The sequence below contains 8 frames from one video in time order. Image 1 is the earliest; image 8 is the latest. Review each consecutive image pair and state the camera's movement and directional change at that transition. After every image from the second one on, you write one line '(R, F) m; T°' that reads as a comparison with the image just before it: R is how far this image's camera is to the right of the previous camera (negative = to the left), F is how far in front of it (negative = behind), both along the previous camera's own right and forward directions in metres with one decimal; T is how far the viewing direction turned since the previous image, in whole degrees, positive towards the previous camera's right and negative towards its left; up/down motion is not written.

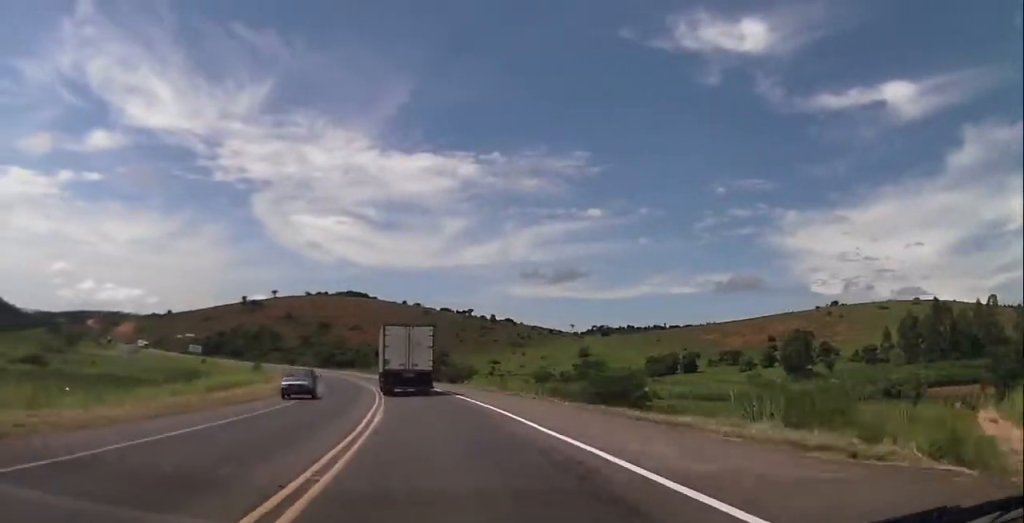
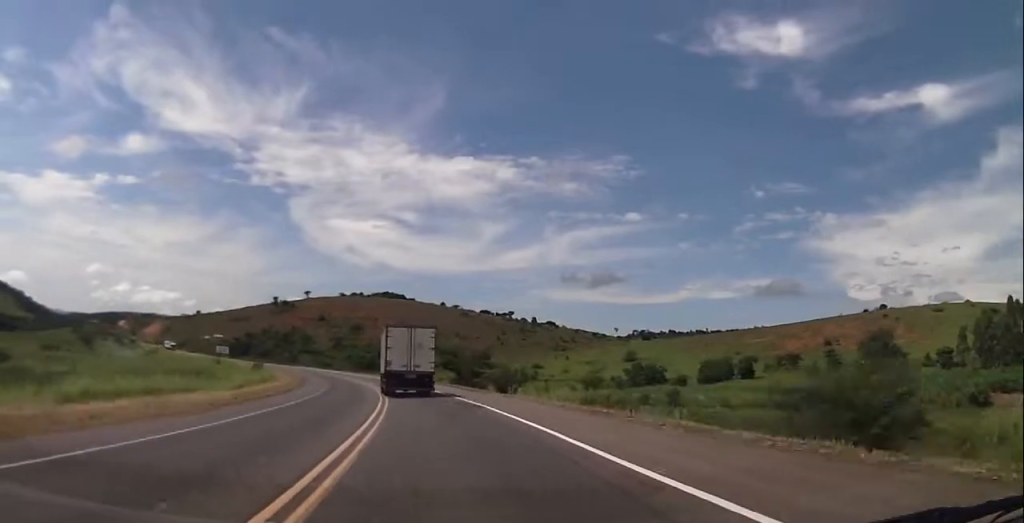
(-0.4, +18.5) m; -3°
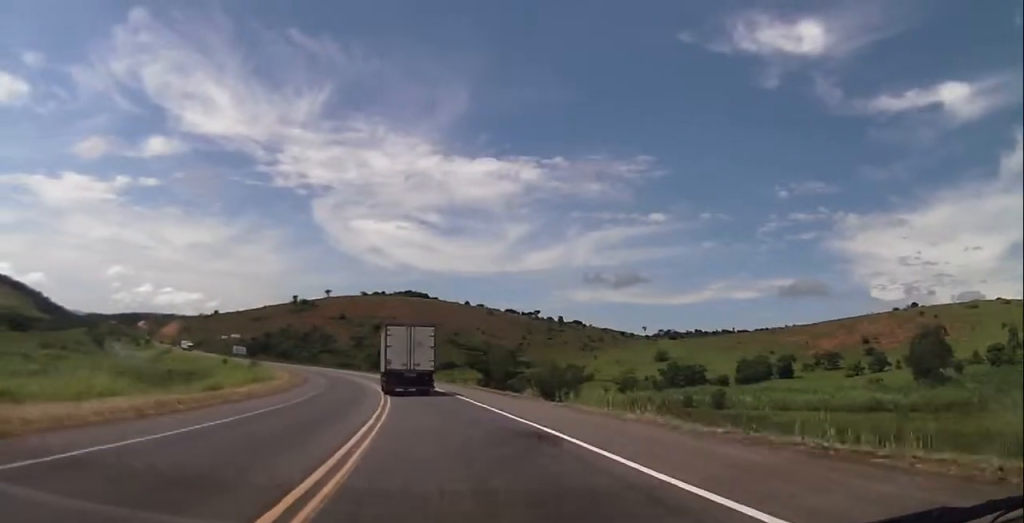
(+0.2, +12.1) m; -2°
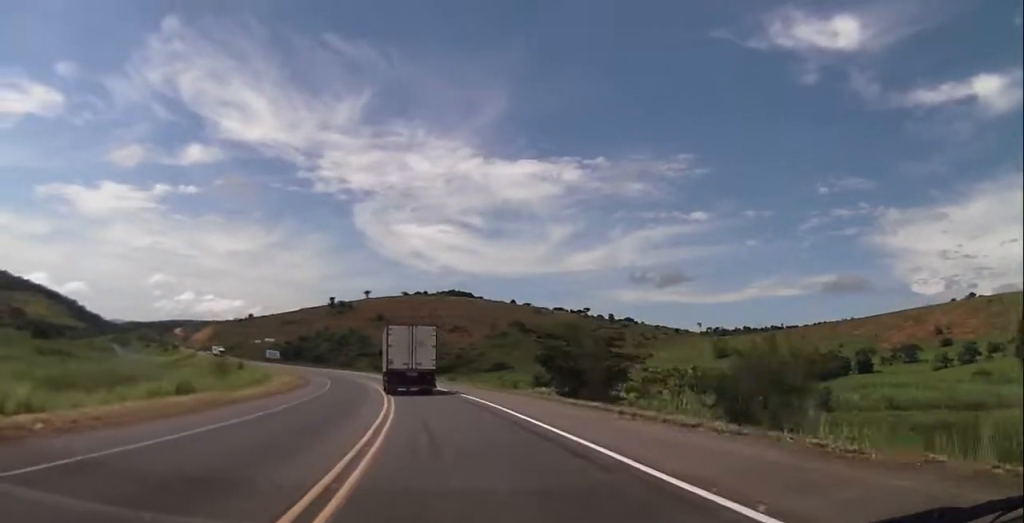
(-1.2, +22.7) m; -5°
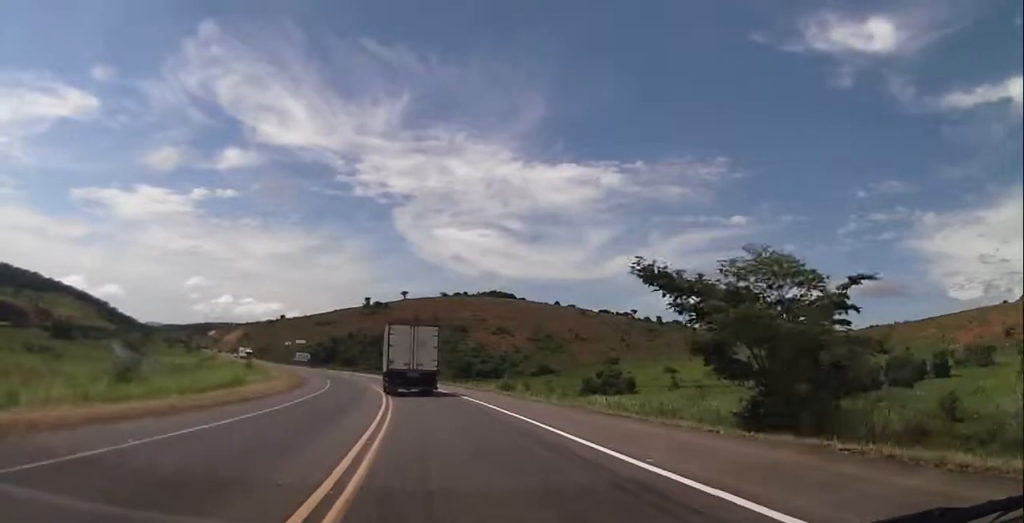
(-0.8, +21.0) m; -3°
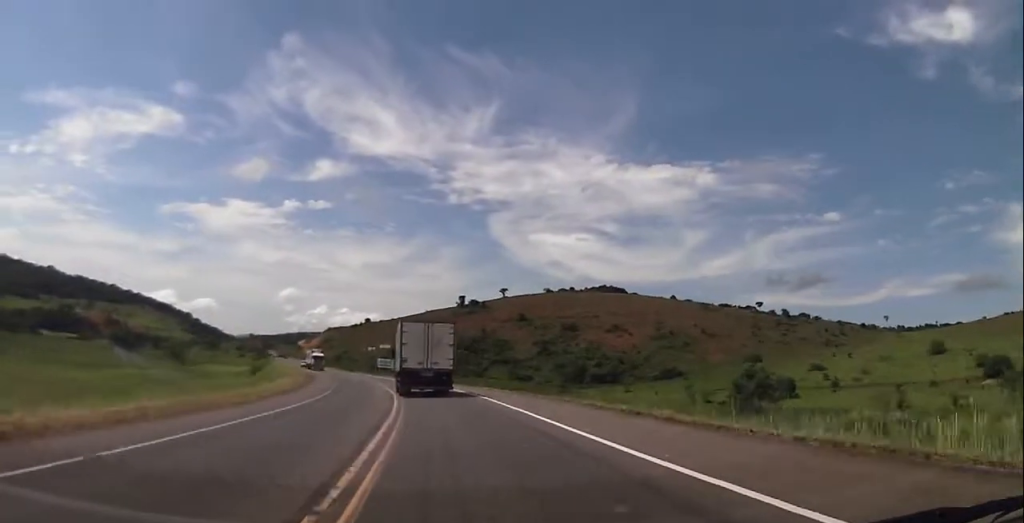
(-3.1, +49.5) m; -8°
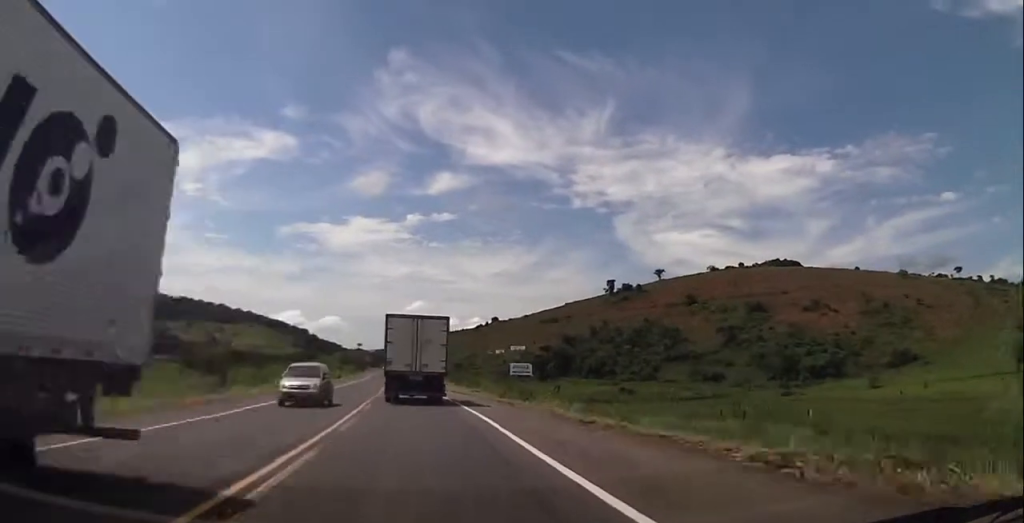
(-8.4, +77.8) m; -11°
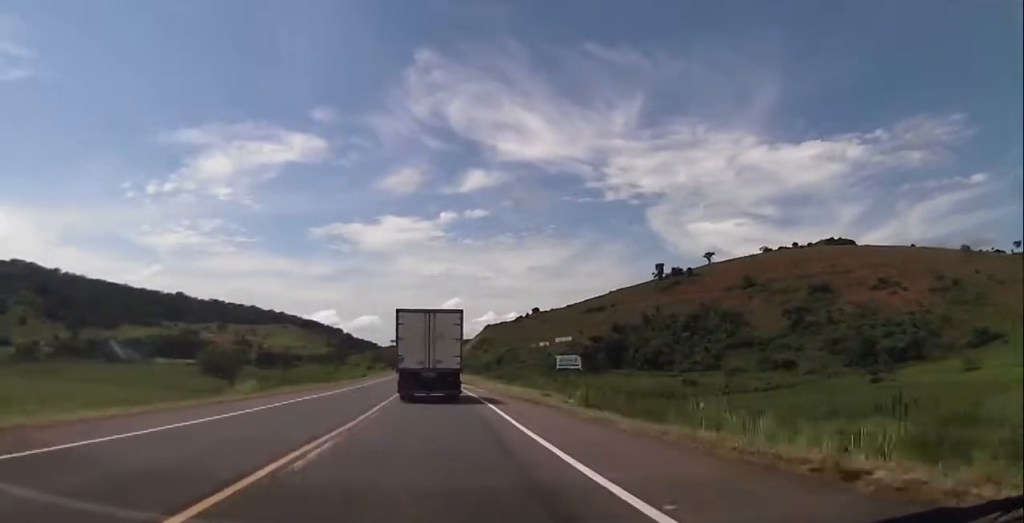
(-0.5, +21.9) m; -3°
